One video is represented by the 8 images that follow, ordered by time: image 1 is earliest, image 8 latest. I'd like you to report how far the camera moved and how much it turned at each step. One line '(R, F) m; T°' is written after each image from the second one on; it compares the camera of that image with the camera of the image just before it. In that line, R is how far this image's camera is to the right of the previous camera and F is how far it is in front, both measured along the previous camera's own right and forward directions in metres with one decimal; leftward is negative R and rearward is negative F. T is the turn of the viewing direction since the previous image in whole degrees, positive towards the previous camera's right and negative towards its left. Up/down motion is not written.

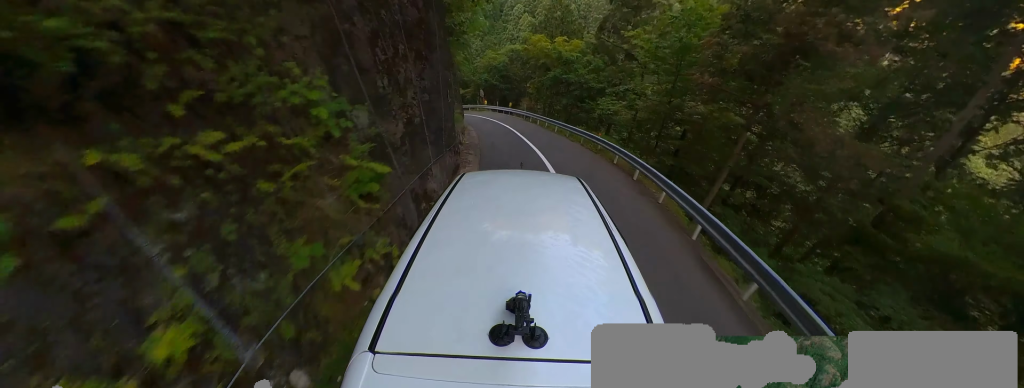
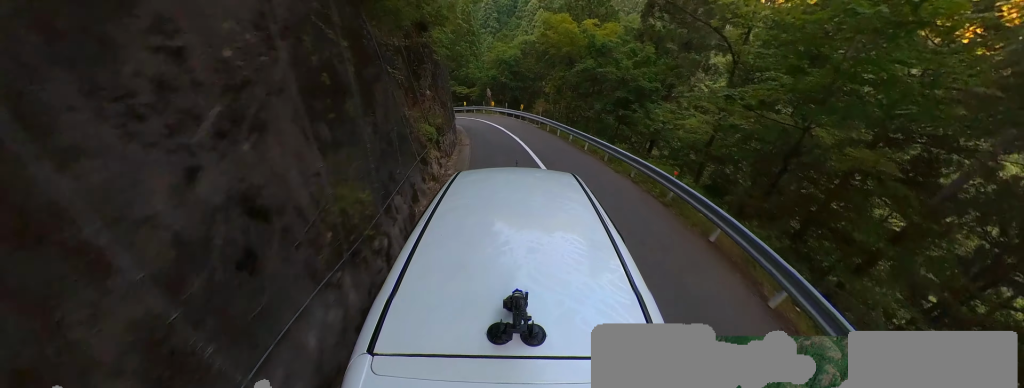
(0.0, +6.4) m; 0°
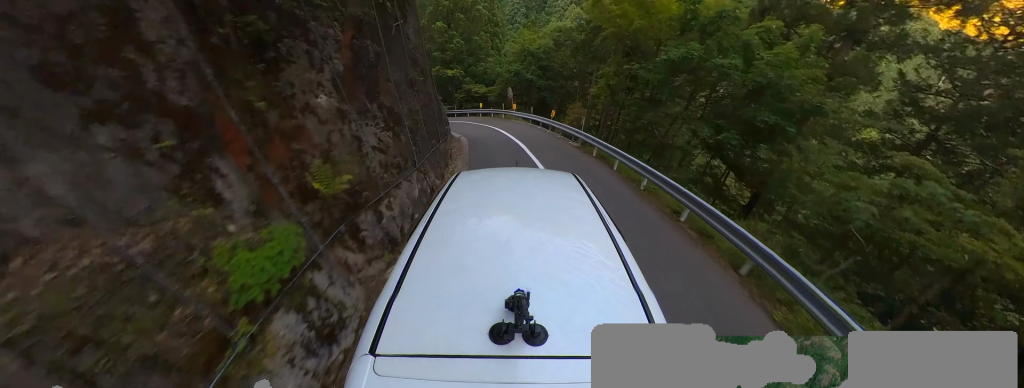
(0.0, +6.8) m; -4°
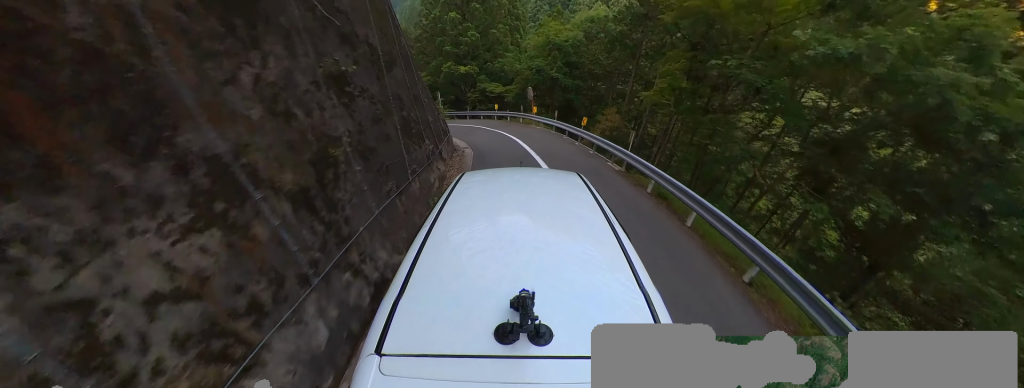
(-0.1, +3.7) m; -6°
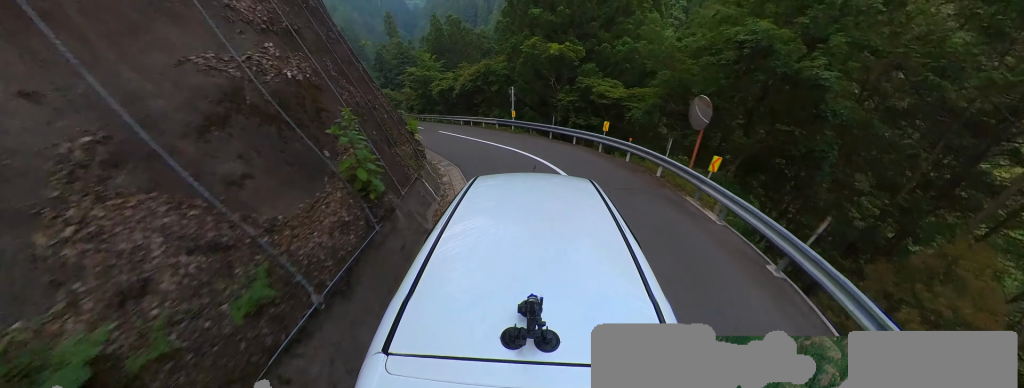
(-3.2, +11.5) m; -27°
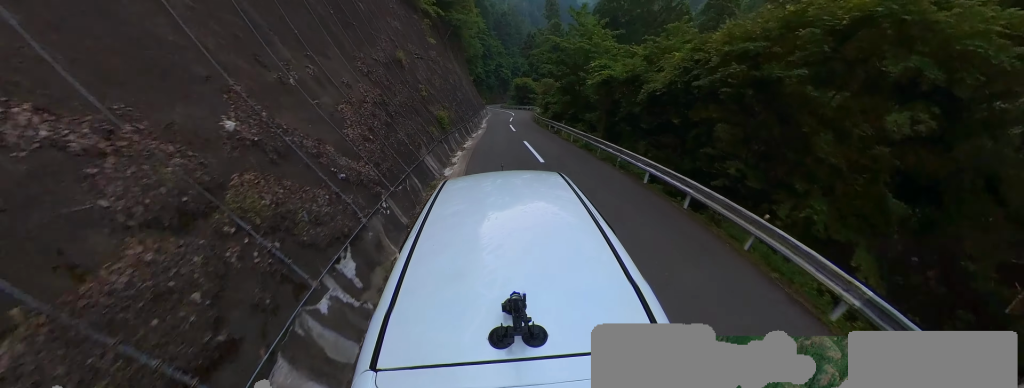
(-3.5, +16.5) m; -26°
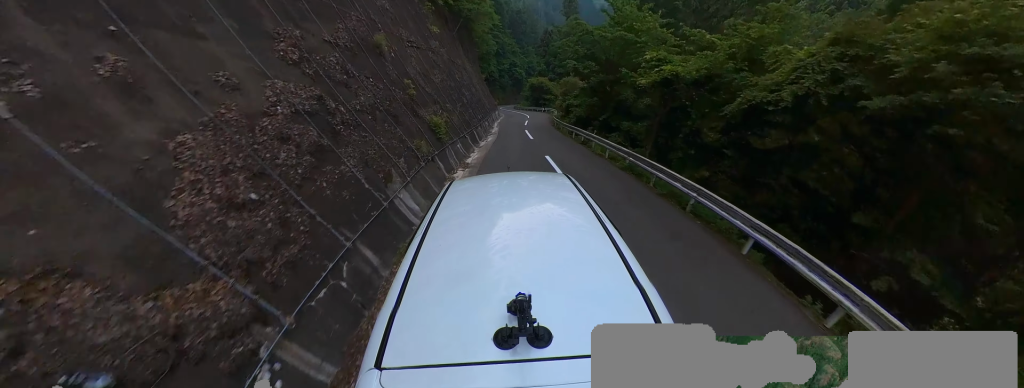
(-0.2, +3.8) m; -6°
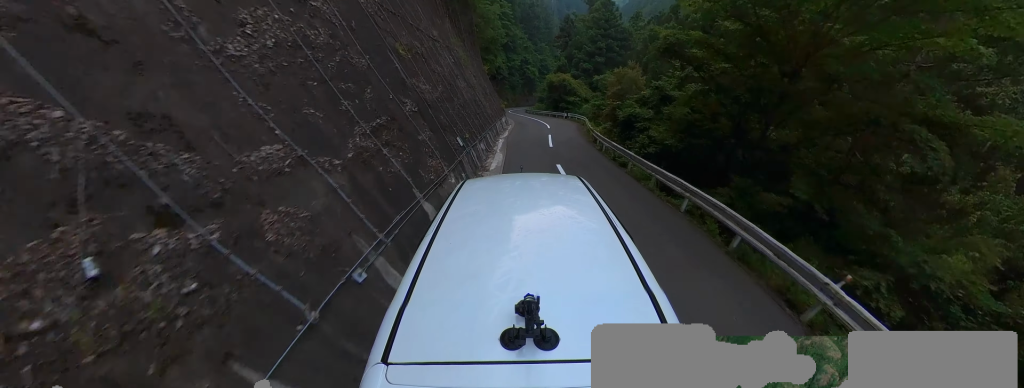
(-1.6, +11.7) m; -8°
